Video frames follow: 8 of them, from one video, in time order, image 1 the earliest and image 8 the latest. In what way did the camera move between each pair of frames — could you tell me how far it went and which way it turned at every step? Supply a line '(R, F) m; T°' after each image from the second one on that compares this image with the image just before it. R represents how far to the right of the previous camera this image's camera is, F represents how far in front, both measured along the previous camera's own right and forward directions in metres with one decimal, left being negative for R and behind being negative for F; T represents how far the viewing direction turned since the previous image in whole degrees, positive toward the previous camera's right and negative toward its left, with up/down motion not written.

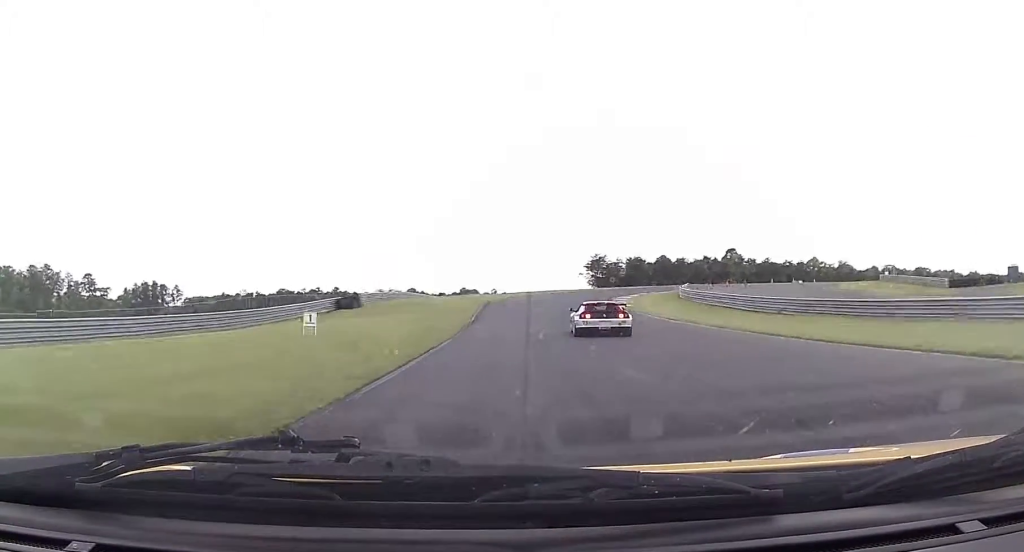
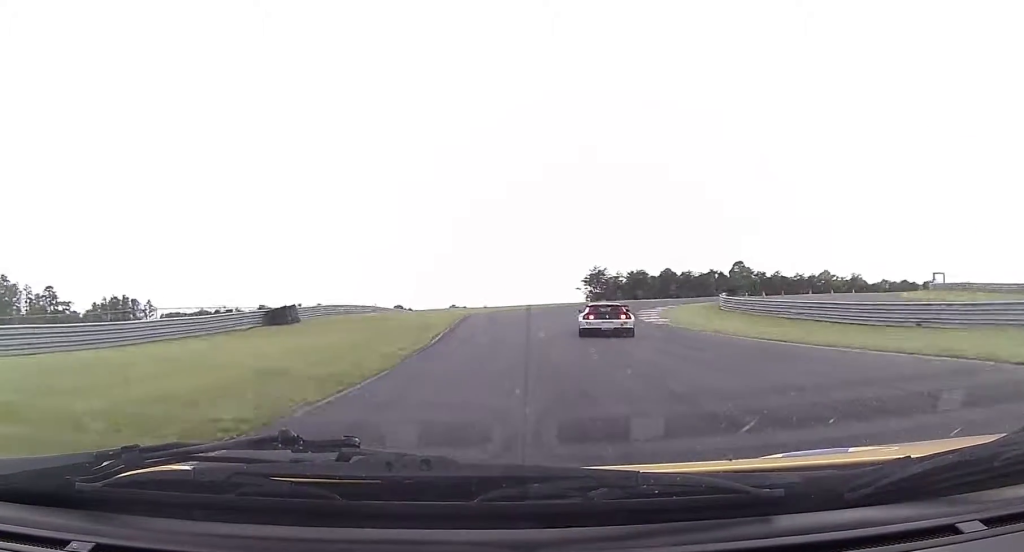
(+0.2, +16.7) m; +2°
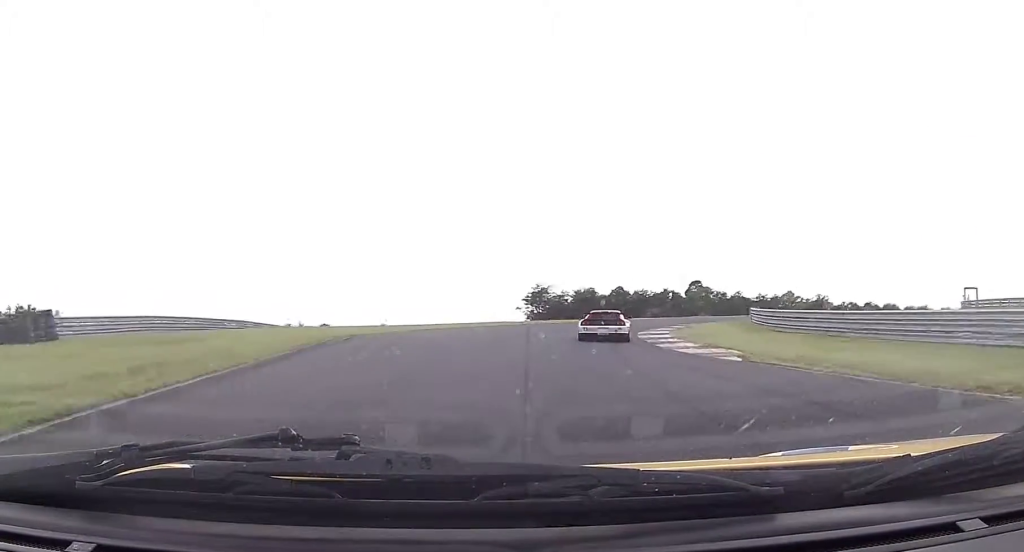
(+0.1, +21.1) m; +6°
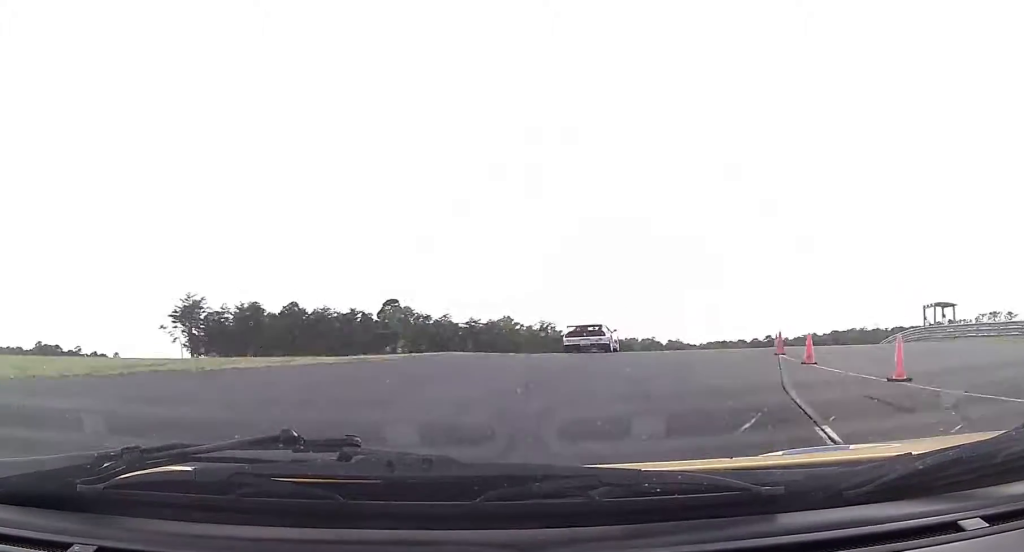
(+8.9, +41.2) m; +24°
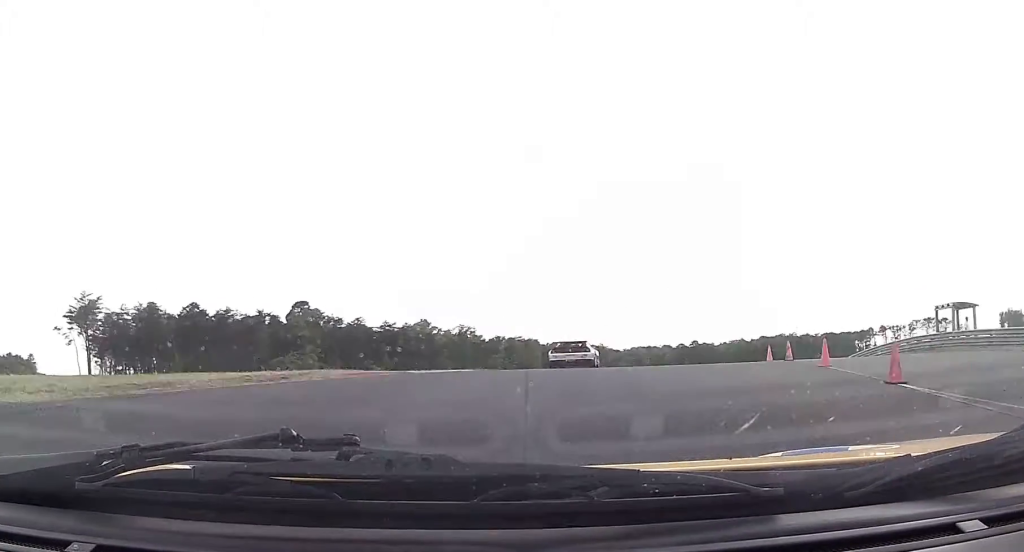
(+0.2, +10.4) m; +6°
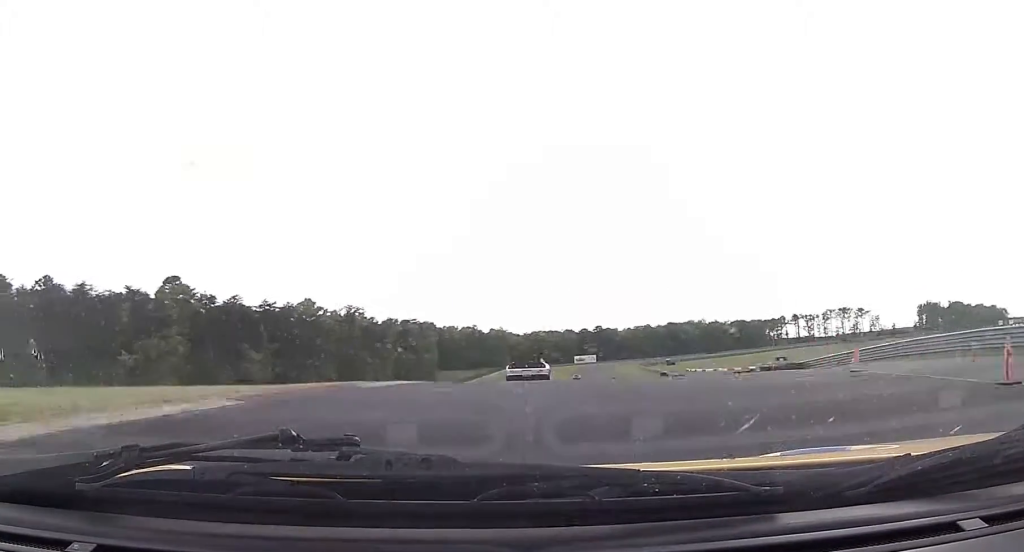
(+1.7, +16.4) m; +6°
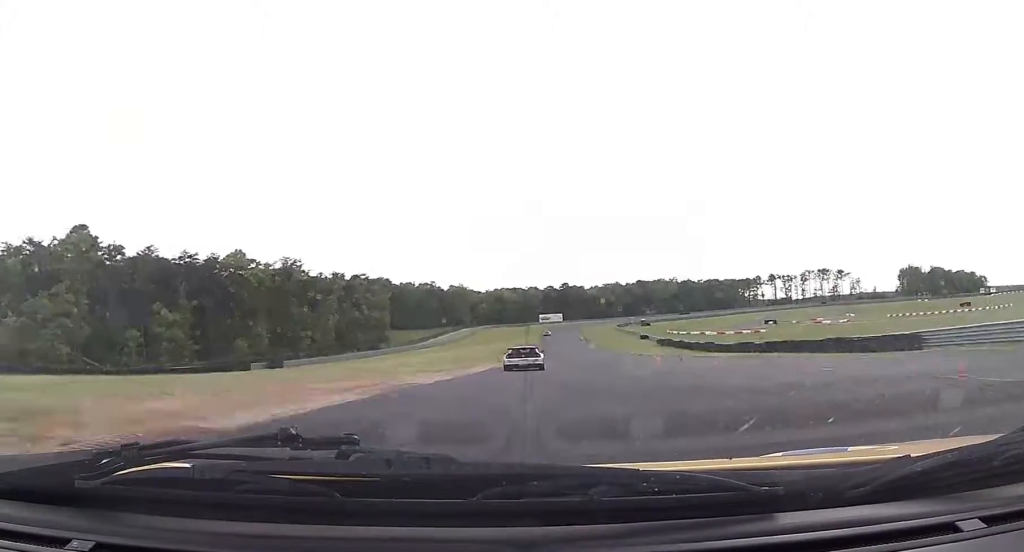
(+1.3, +21.5) m; +4°
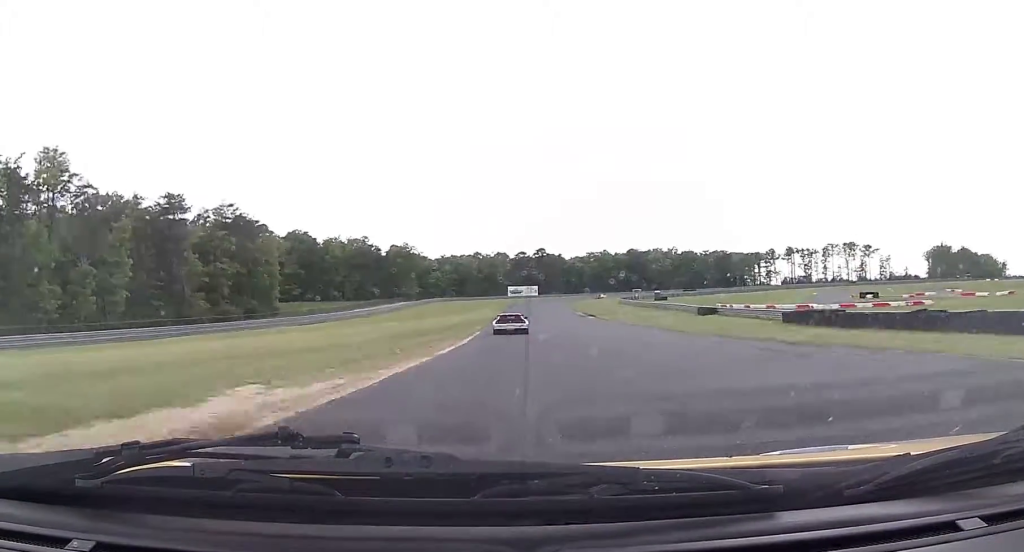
(+2.7, +71.2) m; +3°
